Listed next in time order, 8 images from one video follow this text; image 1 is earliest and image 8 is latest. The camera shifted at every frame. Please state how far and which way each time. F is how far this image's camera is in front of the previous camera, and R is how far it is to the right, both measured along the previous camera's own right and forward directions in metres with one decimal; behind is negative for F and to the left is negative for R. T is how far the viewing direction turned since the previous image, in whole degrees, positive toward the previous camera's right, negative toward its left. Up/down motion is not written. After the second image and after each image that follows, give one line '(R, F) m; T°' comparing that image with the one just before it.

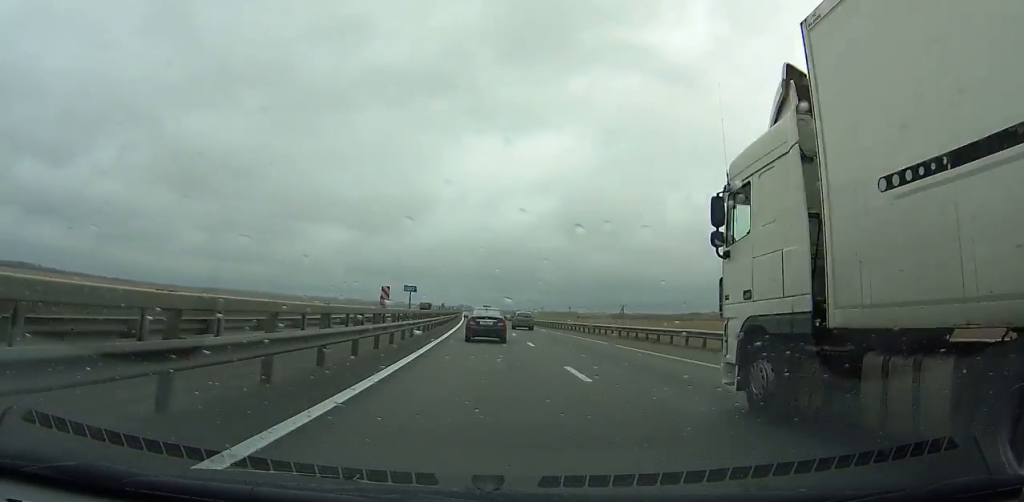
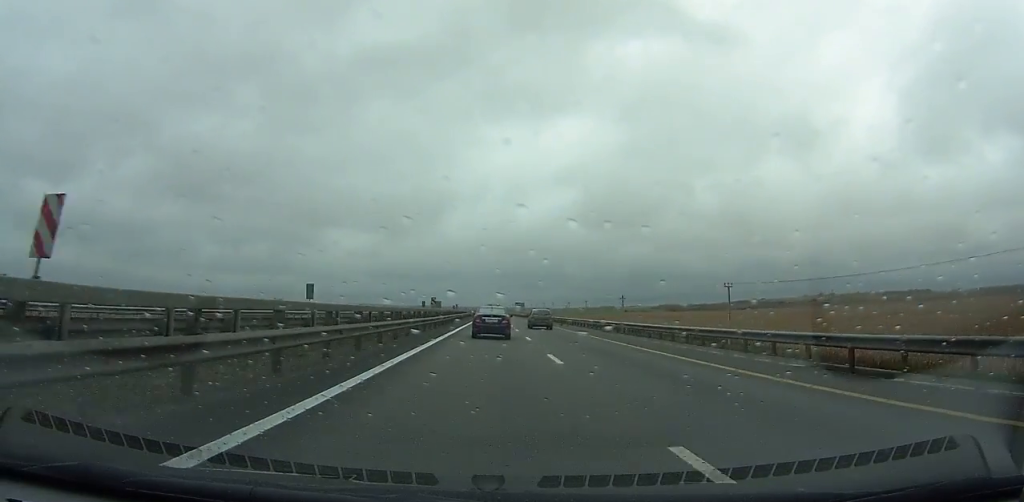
(-3.4, +98.5) m; -3°
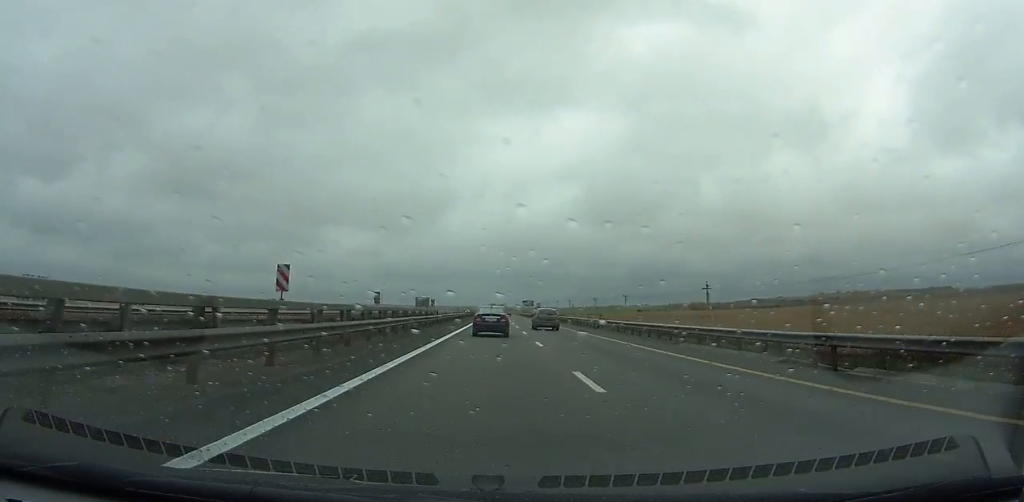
(-0.8, +50.3) m; -1°
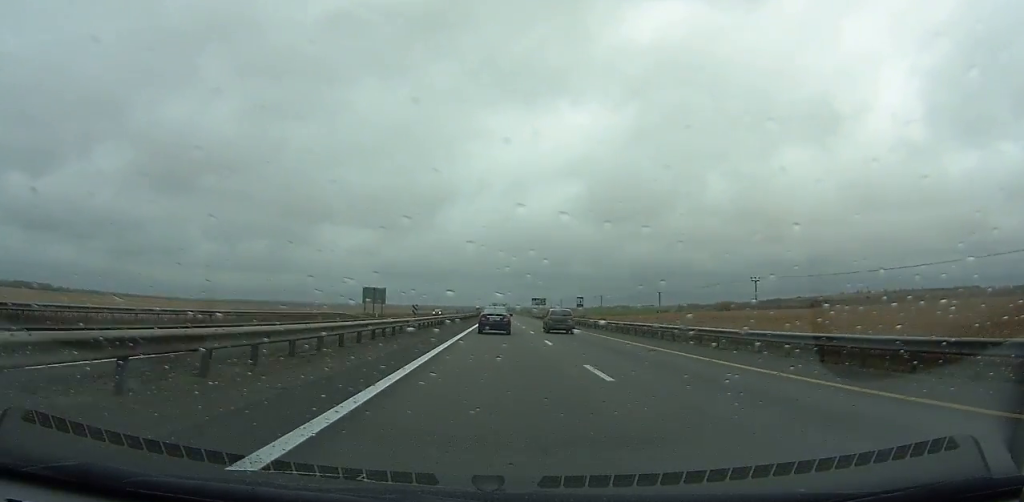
(-0.6, +66.6) m; -1°
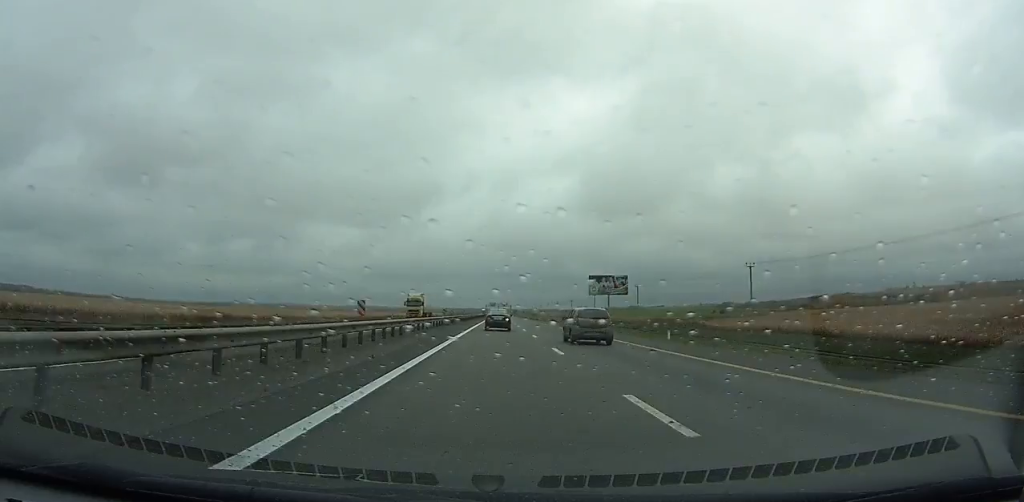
(0.0, +159.1) m; 0°
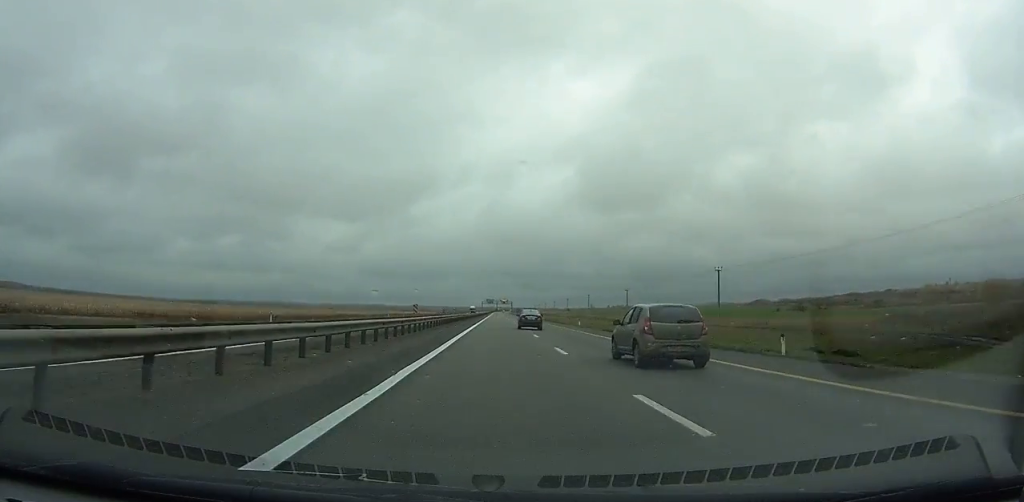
(-0.3, +106.2) m; 0°
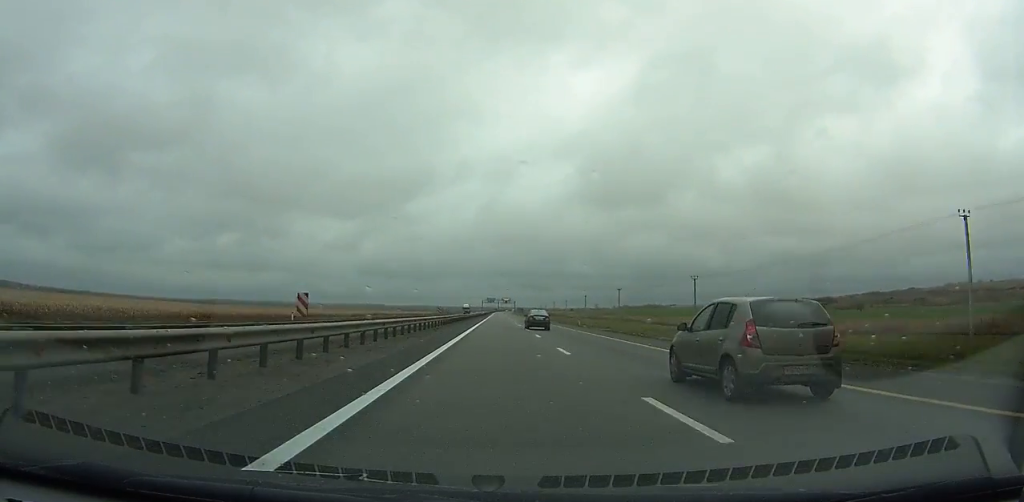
(0.0, +47.1) m; 0°
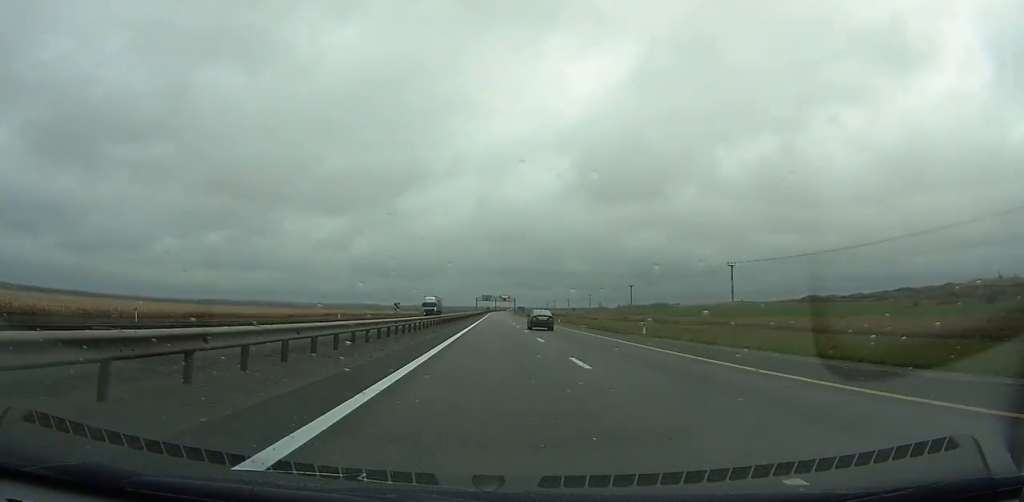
(+0.1, +74.4) m; 0°
